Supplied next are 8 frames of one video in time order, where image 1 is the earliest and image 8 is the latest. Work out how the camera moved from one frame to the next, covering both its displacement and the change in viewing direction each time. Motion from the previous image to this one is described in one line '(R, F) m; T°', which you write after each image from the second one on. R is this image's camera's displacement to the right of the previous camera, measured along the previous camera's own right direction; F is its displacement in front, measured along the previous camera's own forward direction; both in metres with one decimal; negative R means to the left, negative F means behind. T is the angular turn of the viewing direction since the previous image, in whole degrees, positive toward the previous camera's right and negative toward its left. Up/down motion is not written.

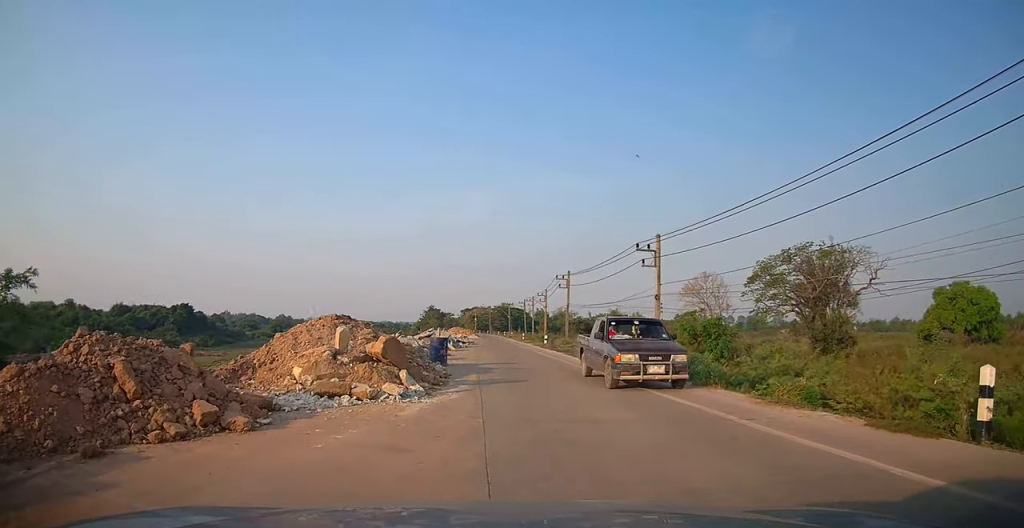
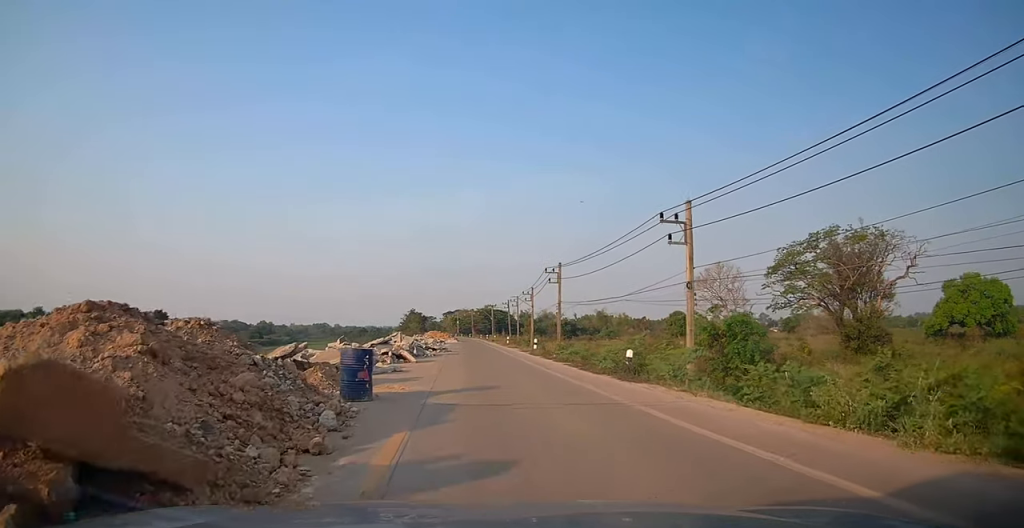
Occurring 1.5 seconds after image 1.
(-0.3, +8.0) m; 0°
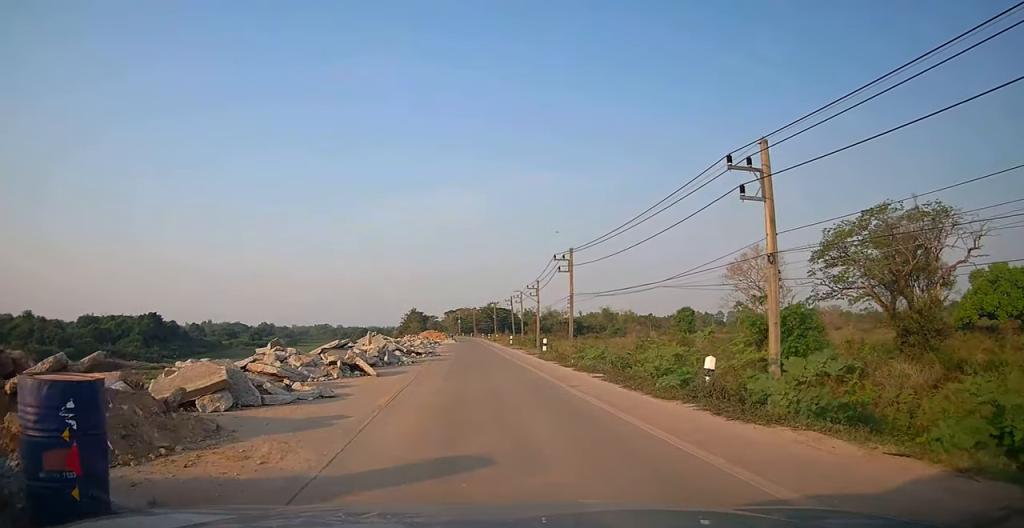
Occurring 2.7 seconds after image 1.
(+0.3, +6.9) m; +1°
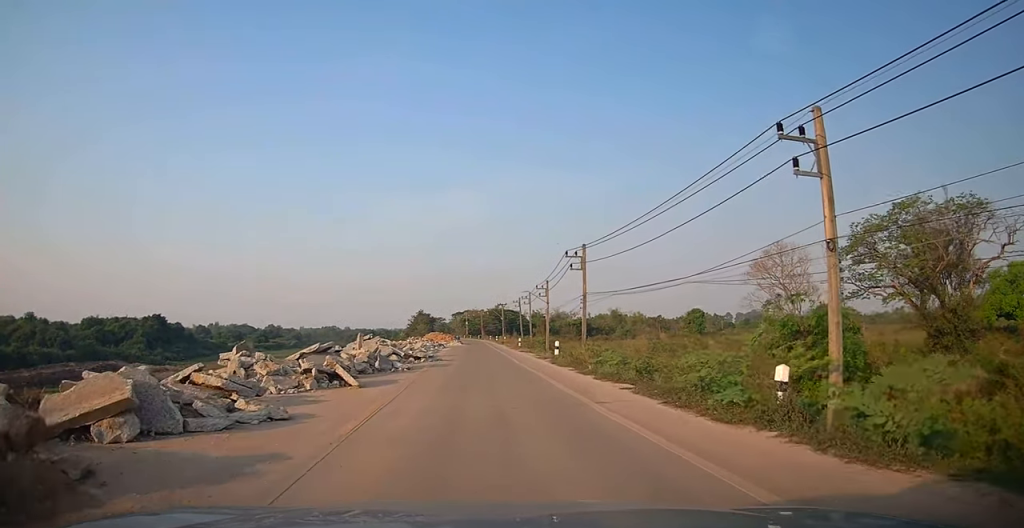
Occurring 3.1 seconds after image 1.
(0.0, +2.6) m; -1°
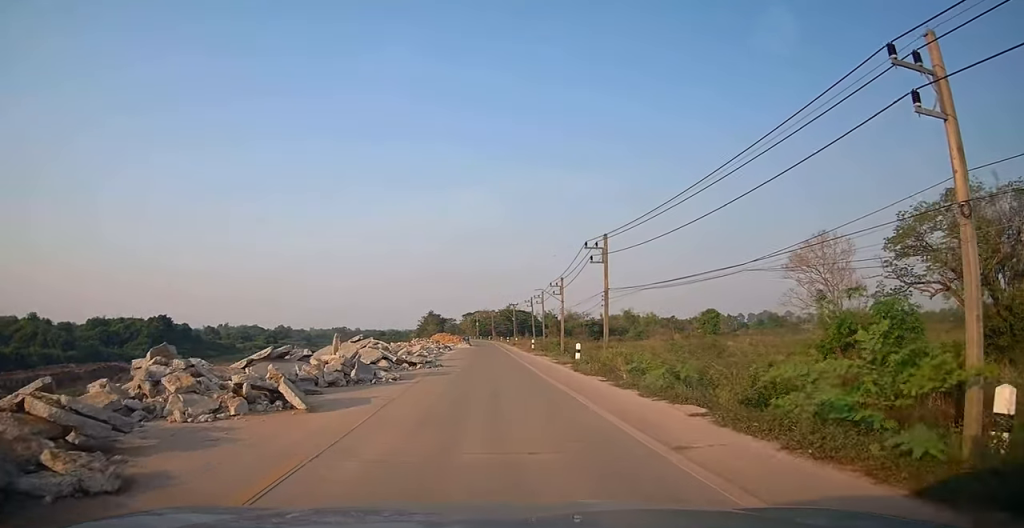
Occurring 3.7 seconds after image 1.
(-0.1, +4.0) m; -1°
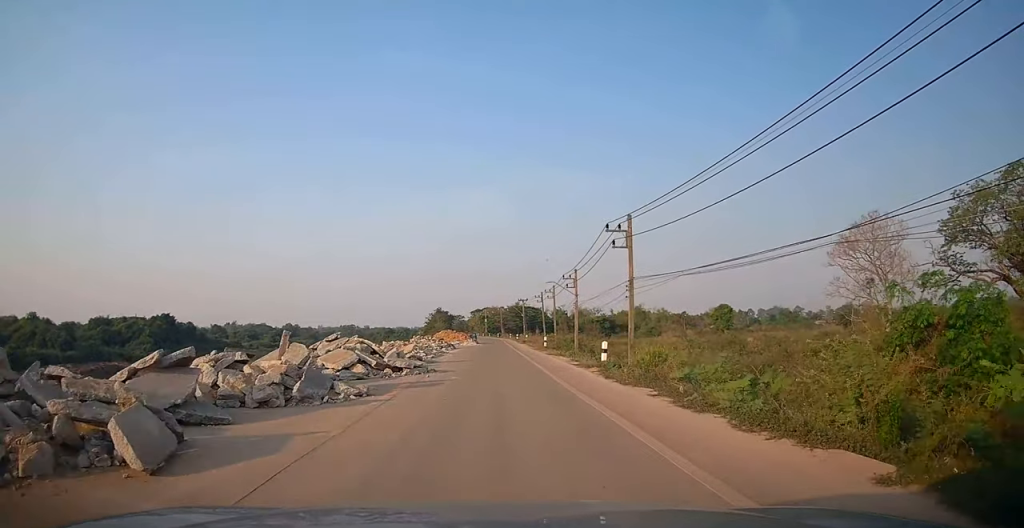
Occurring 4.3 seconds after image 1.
(-0.1, +4.3) m; 0°
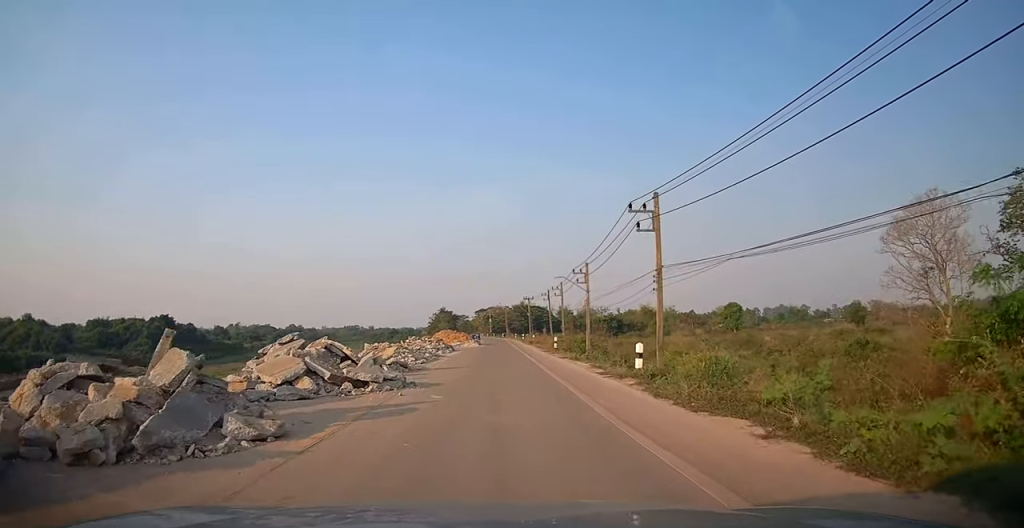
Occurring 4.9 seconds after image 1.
(+0.1, +4.5) m; -2°
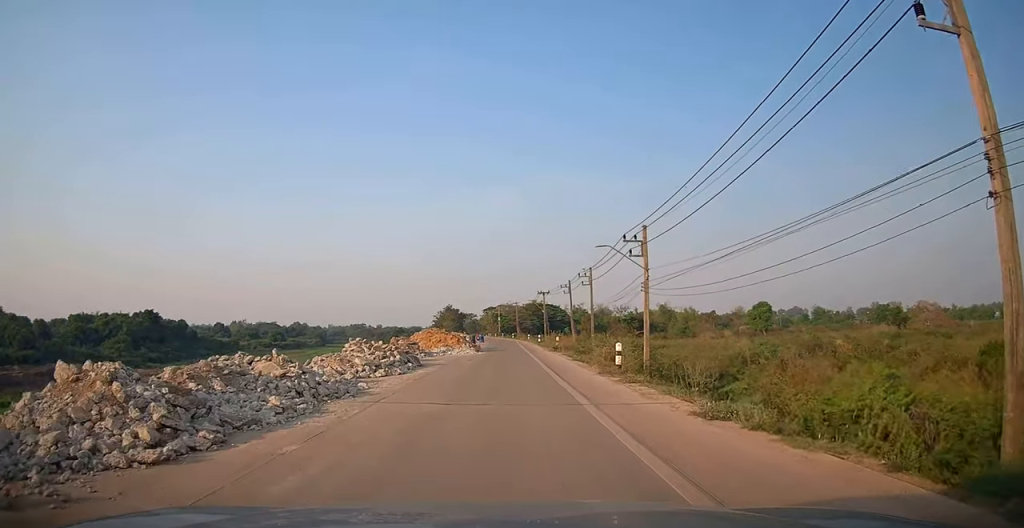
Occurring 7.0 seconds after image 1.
(-0.5, +17.0) m; -1°
